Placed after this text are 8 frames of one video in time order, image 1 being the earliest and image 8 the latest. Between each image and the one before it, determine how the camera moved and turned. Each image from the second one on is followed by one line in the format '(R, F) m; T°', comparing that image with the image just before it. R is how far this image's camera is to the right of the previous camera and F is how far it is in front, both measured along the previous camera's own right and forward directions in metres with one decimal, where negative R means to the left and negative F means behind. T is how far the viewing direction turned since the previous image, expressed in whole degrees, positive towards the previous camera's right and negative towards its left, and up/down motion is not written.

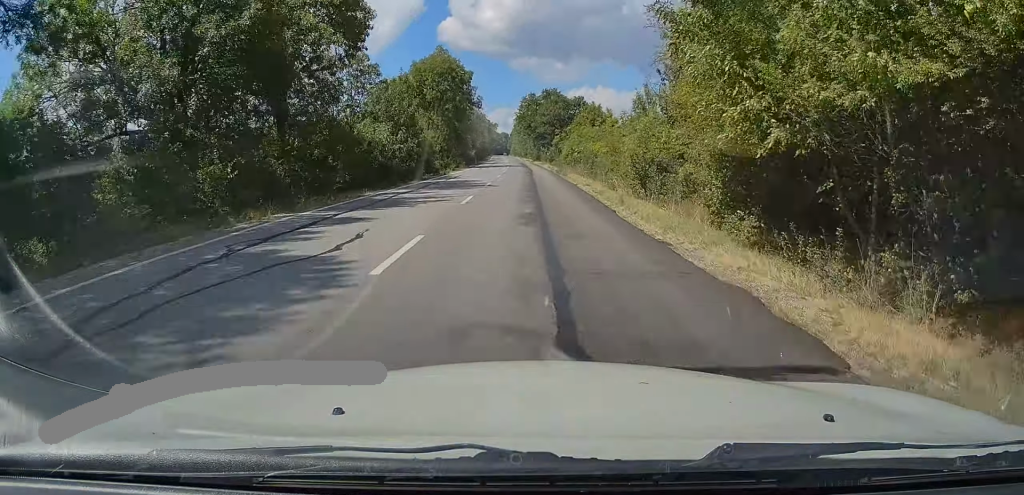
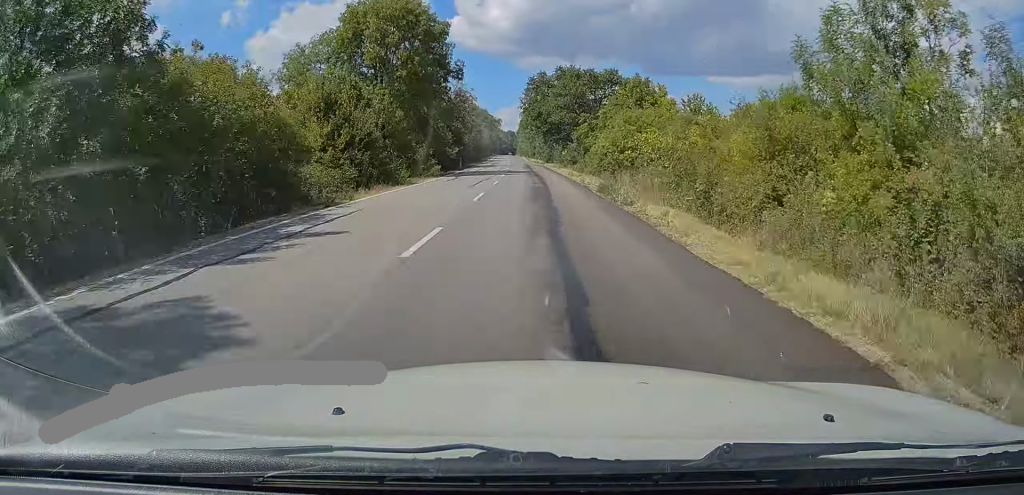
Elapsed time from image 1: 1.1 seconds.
(-0.4, +26.2) m; 0°
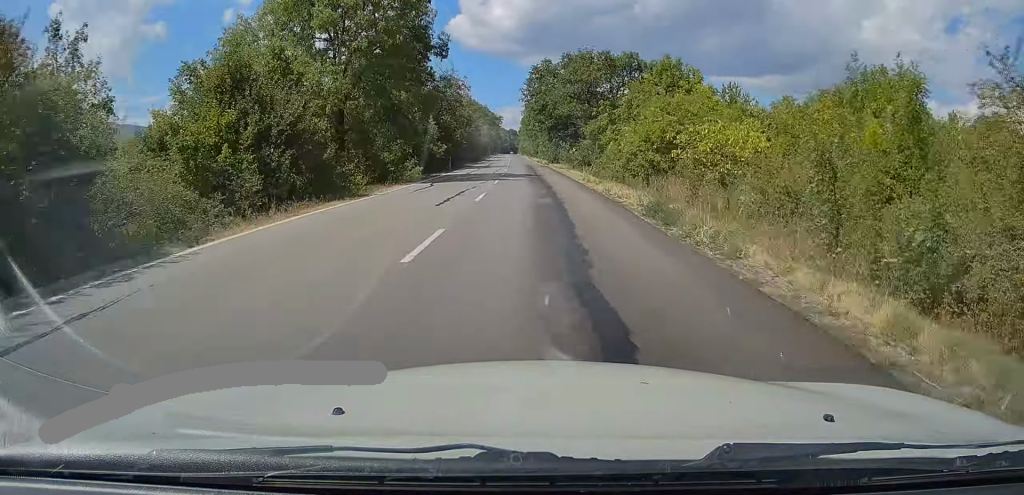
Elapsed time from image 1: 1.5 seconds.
(+0.2, +9.5) m; 0°
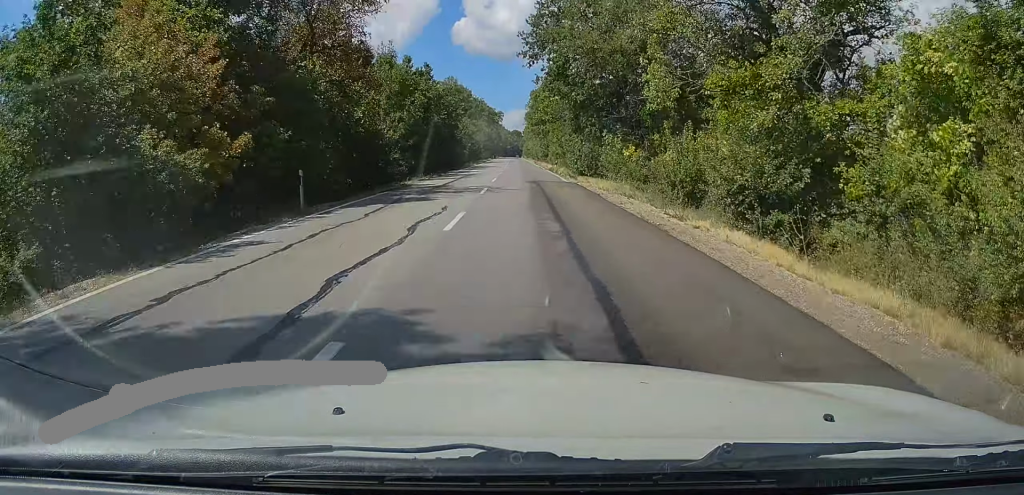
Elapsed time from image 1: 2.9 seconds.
(-0.2, +33.2) m; -1°
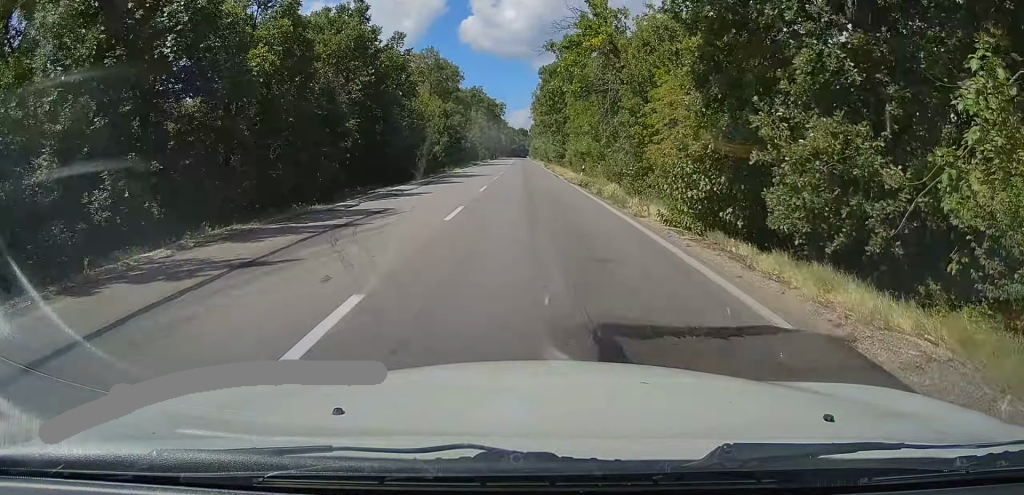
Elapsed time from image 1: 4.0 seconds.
(-0.1, +26.1) m; 0°
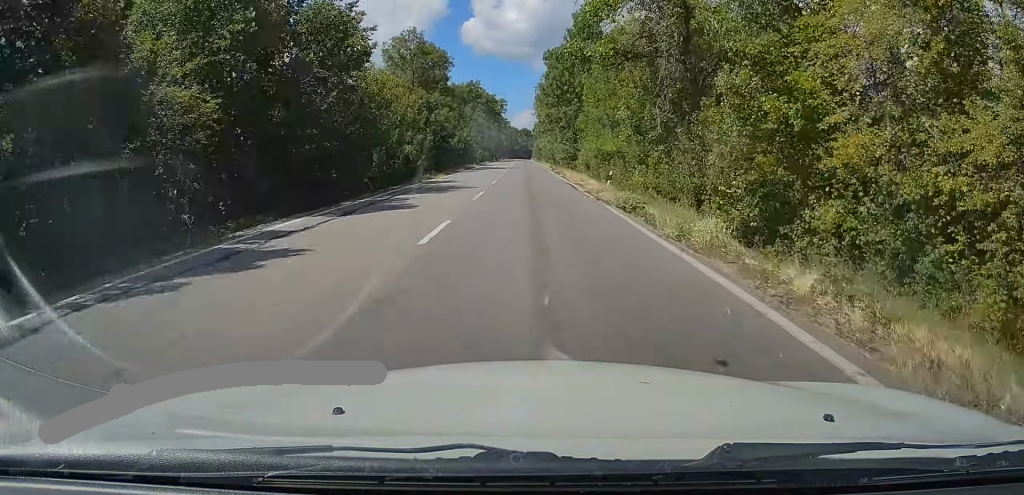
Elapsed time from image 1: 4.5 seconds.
(0.0, +11.9) m; 0°
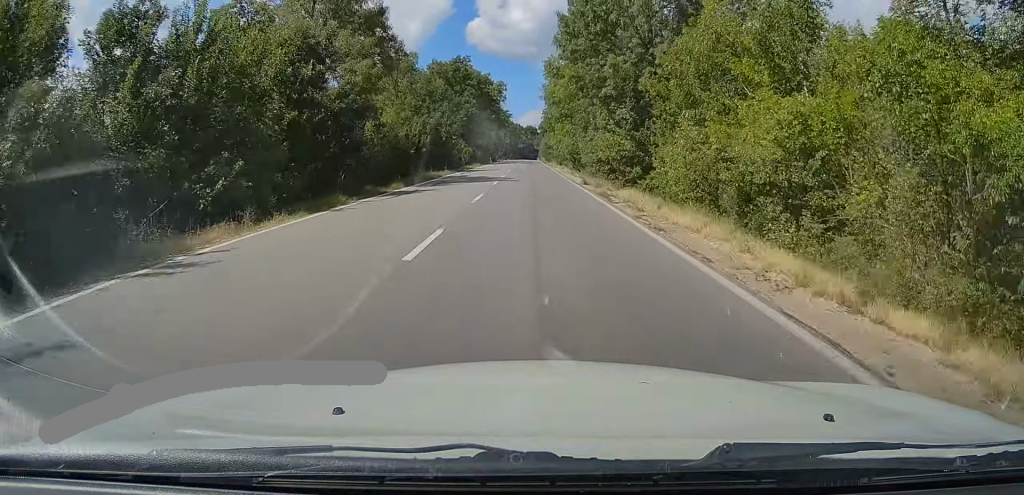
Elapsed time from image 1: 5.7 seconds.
(0.0, +28.5) m; -1°
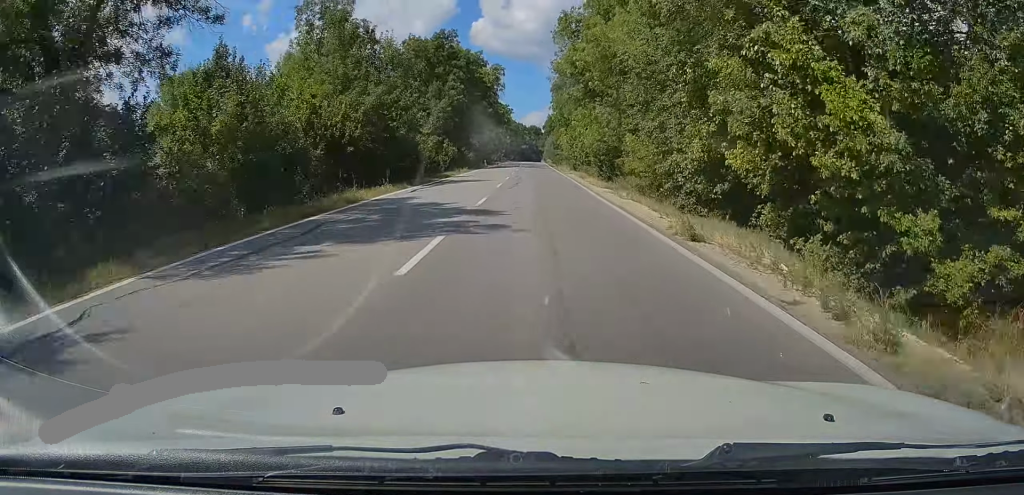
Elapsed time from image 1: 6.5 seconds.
(-0.2, +19.0) m; 0°
